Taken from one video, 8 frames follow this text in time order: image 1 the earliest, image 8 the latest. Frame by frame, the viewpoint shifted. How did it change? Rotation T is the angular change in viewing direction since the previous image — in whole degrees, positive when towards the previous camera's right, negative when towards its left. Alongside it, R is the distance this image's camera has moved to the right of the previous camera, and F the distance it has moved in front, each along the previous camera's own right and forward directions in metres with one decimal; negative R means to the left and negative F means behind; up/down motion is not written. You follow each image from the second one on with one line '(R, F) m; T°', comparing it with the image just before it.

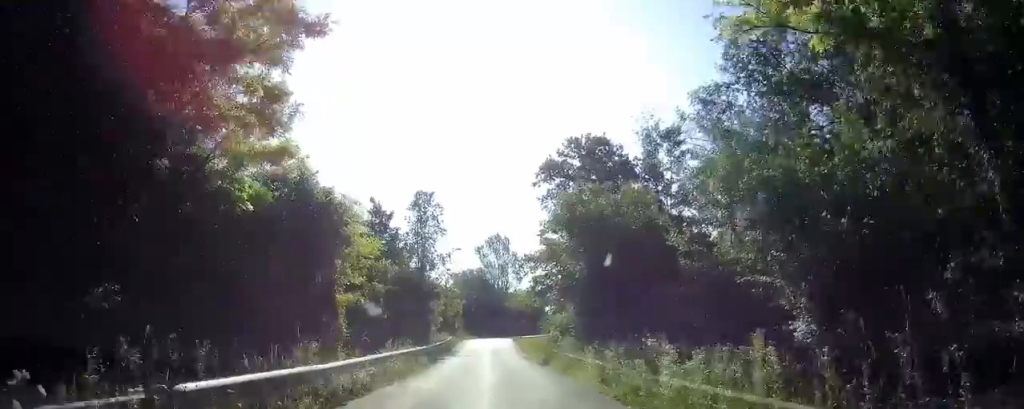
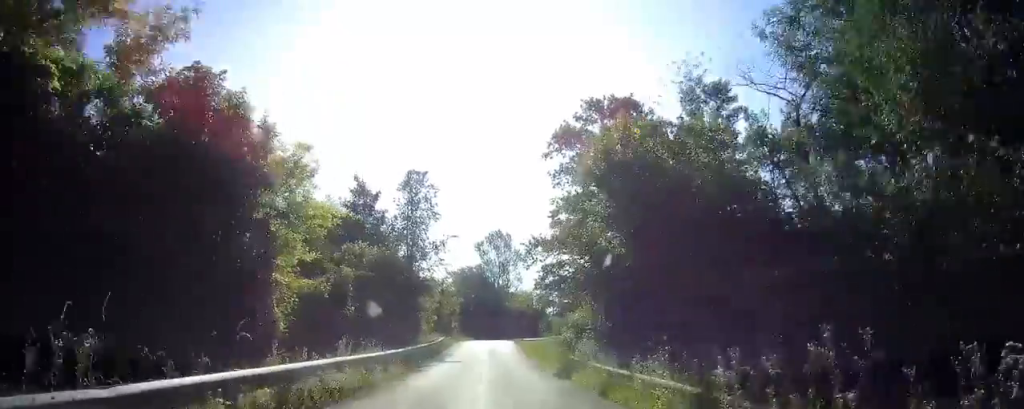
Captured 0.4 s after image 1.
(0.0, +6.6) m; 0°
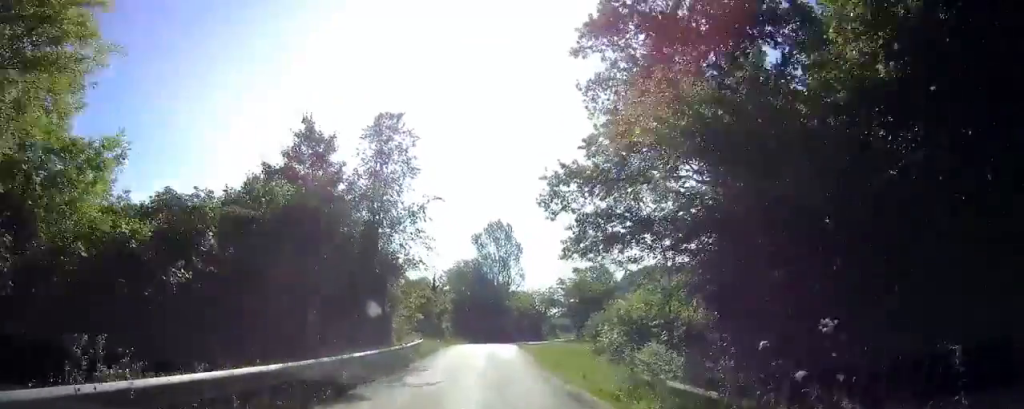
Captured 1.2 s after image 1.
(0.0, +11.9) m; +1°
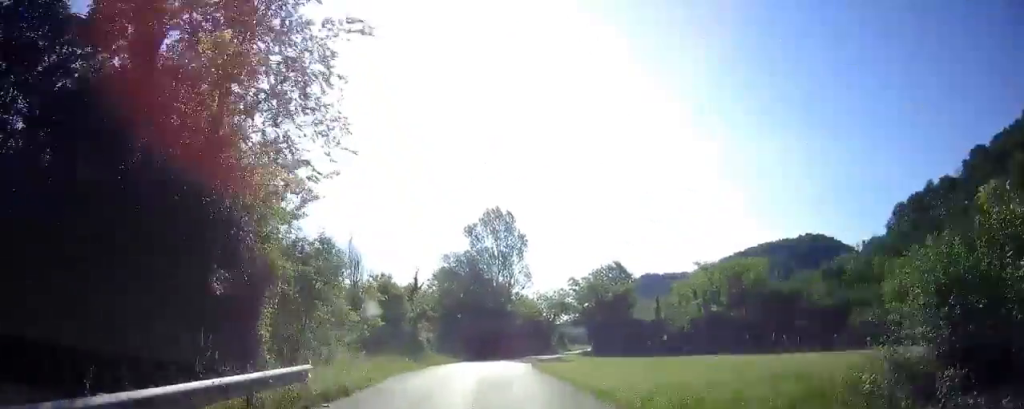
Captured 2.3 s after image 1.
(+0.2, +17.5) m; +3°
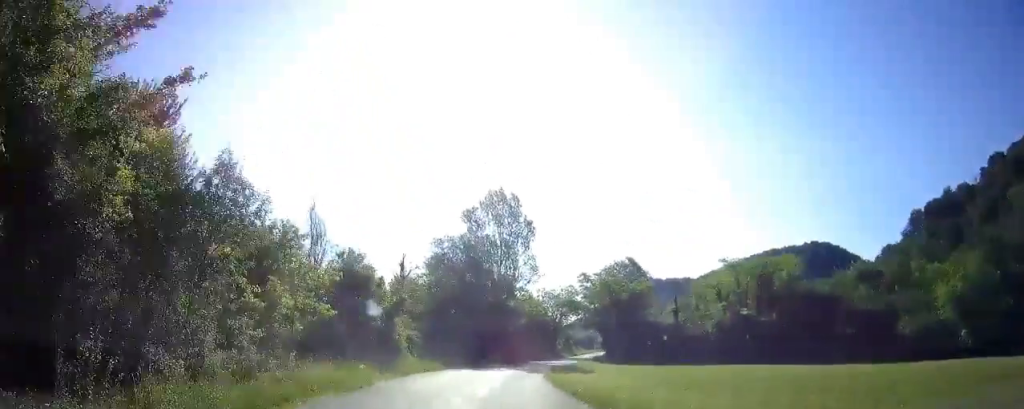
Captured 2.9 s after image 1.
(+0.1, +10.2) m; +2°
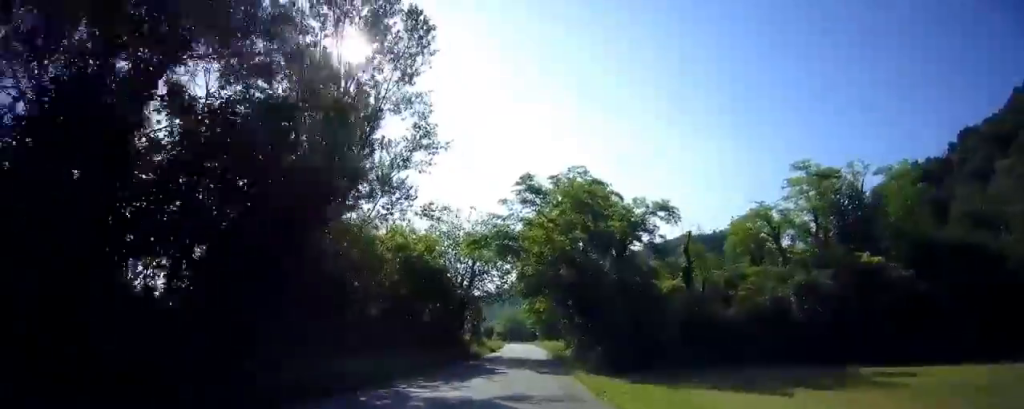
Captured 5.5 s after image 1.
(+3.7, +40.8) m; +10°
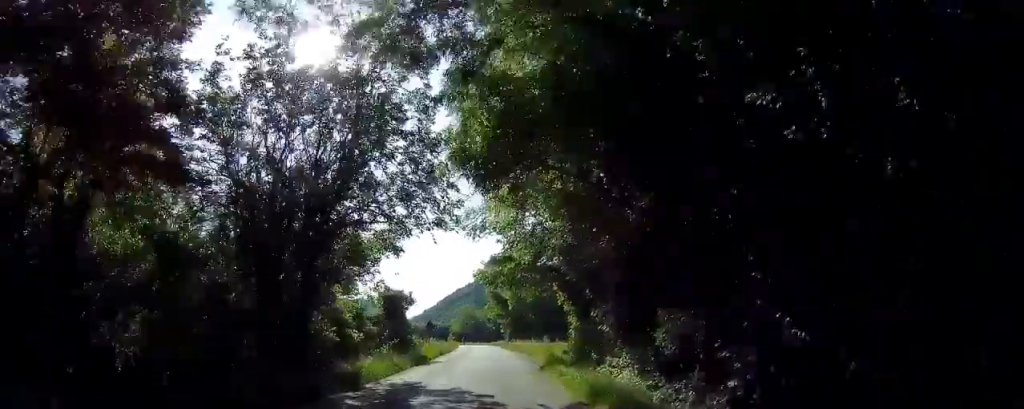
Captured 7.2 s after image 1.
(+0.4, +28.8) m; +1°
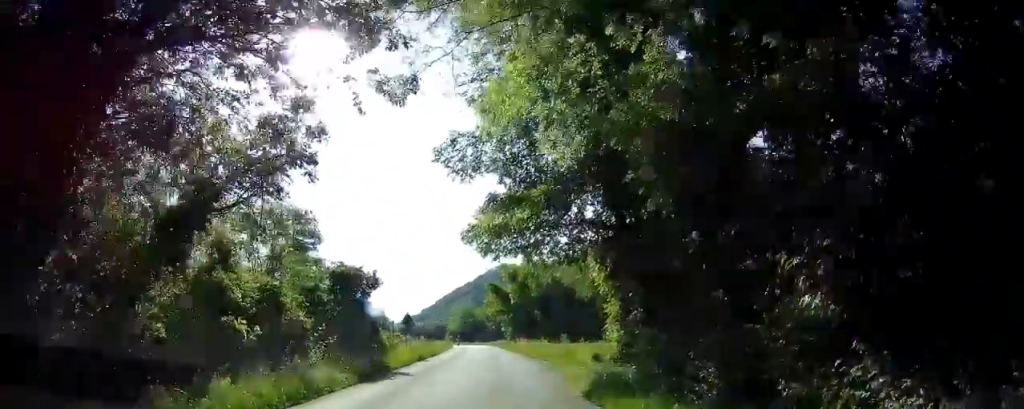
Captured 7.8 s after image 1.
(0.0, +10.7) m; +1°
